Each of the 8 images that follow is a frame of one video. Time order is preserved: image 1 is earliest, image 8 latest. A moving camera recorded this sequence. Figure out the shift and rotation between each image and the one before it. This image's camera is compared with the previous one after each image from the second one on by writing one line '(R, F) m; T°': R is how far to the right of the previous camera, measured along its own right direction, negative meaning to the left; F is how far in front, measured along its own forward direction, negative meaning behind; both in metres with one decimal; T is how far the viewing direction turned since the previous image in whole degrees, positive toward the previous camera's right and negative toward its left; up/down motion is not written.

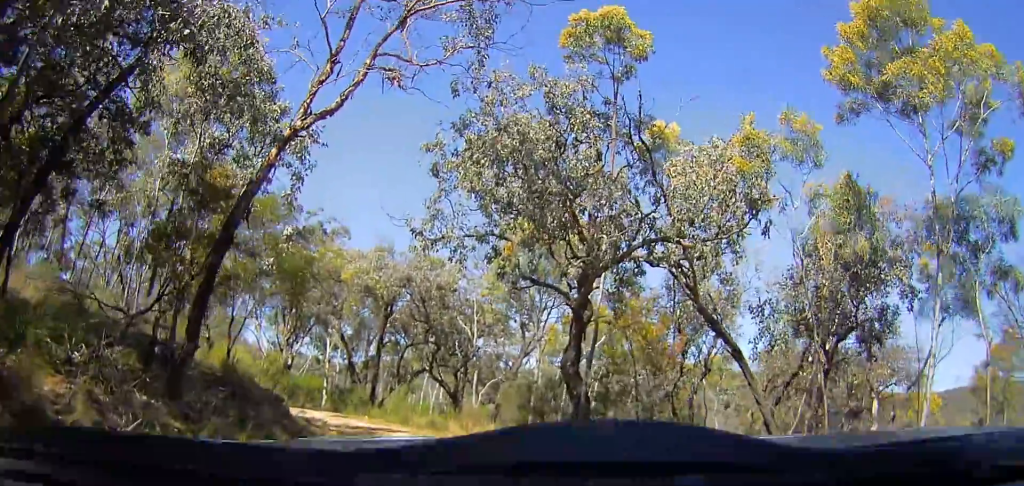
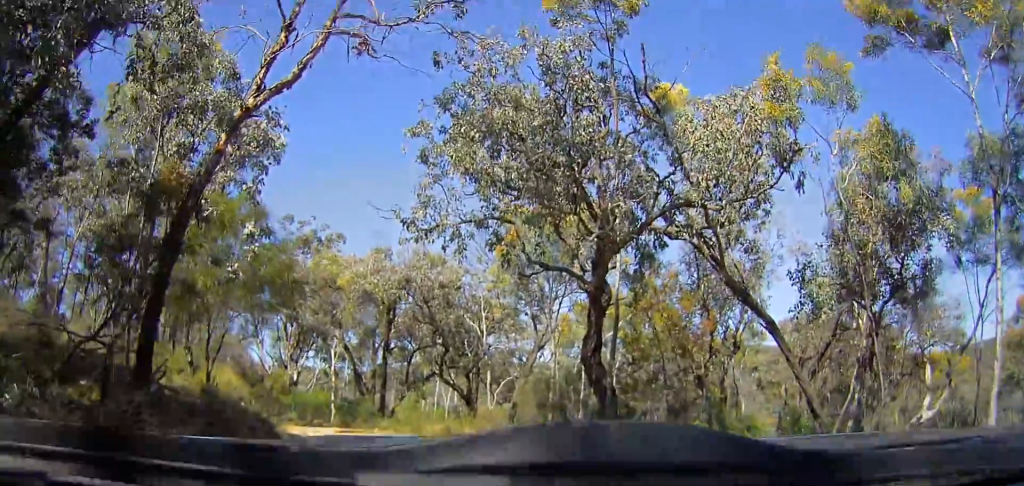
(+0.2, +1.6) m; -1°
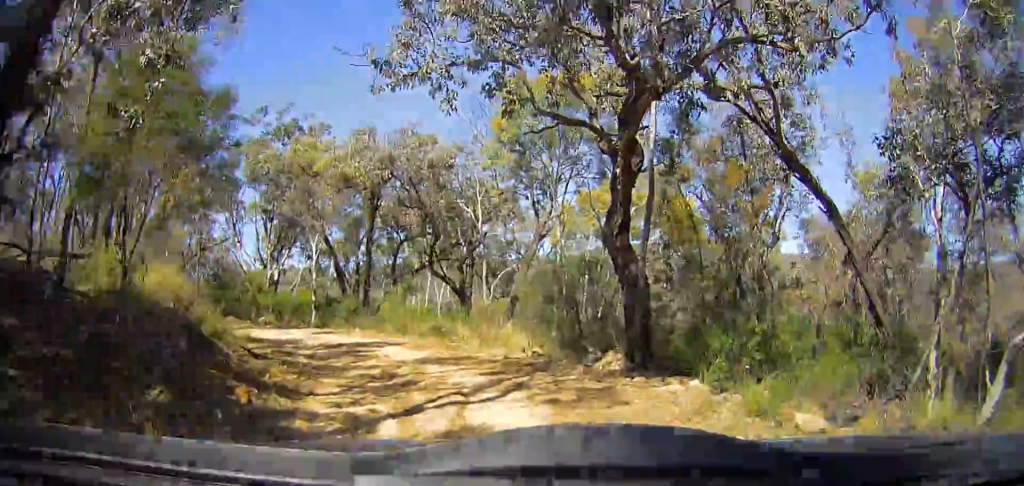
(-0.3, +2.8) m; -14°
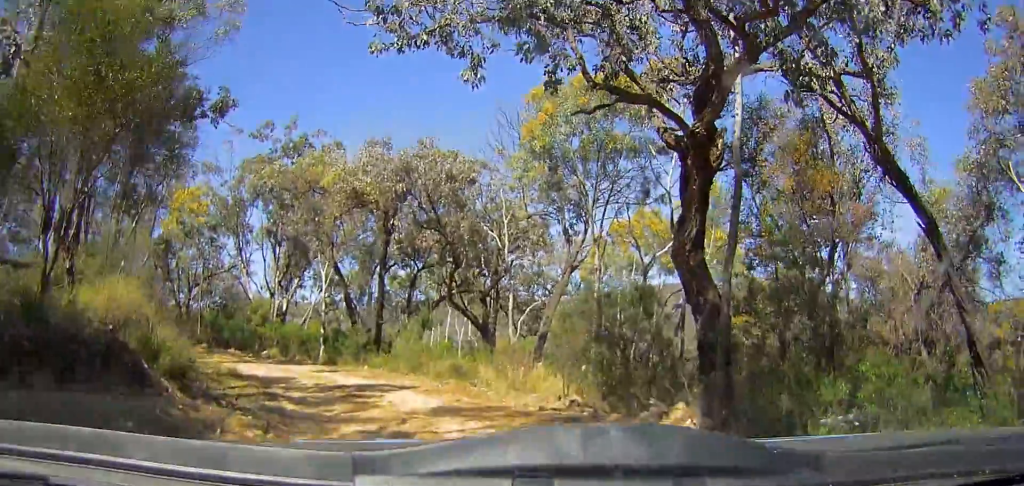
(-0.3, +2.5) m; -11°
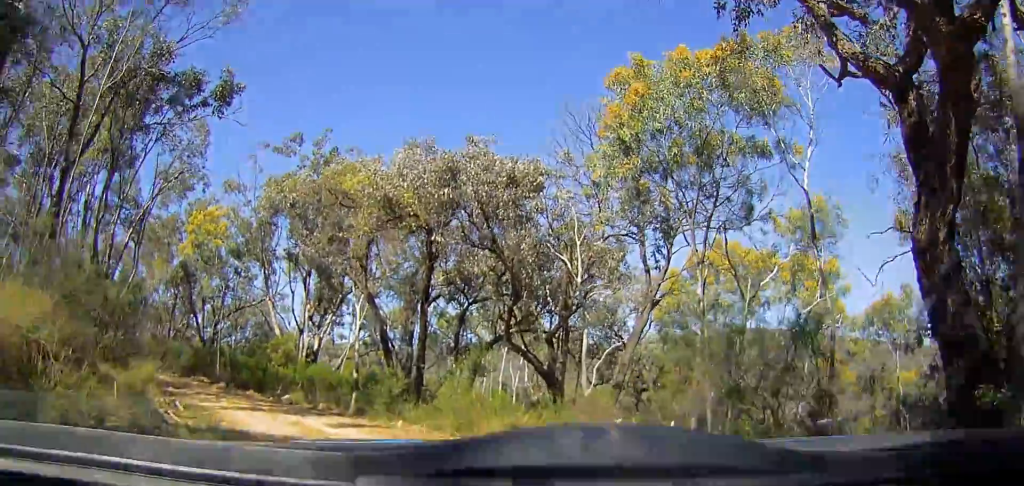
(-0.5, +3.9) m; -12°
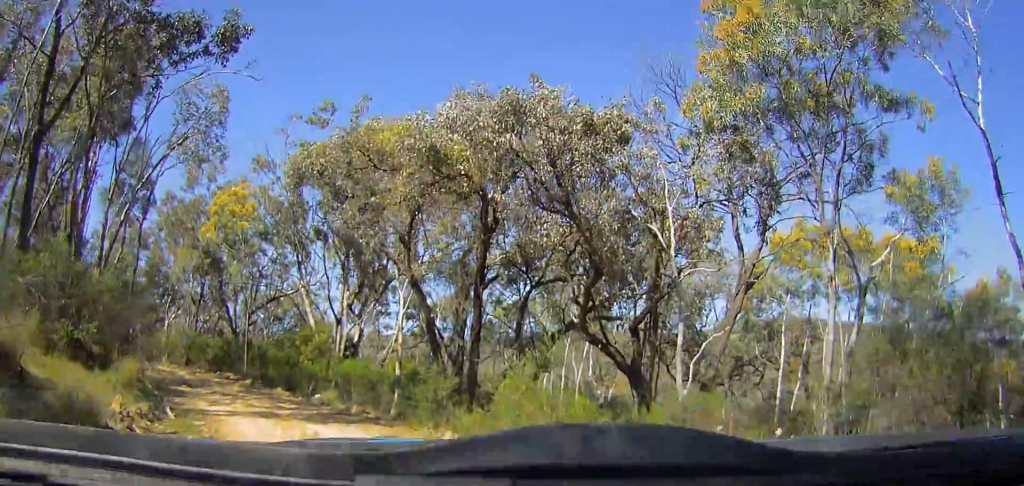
(-0.2, +3.3) m; -5°
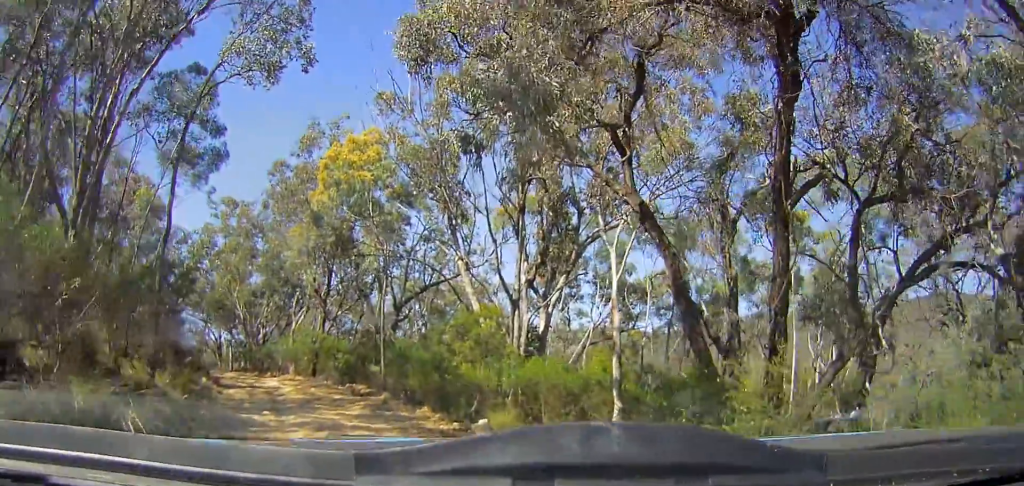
(-0.3, +7.7) m; -6°
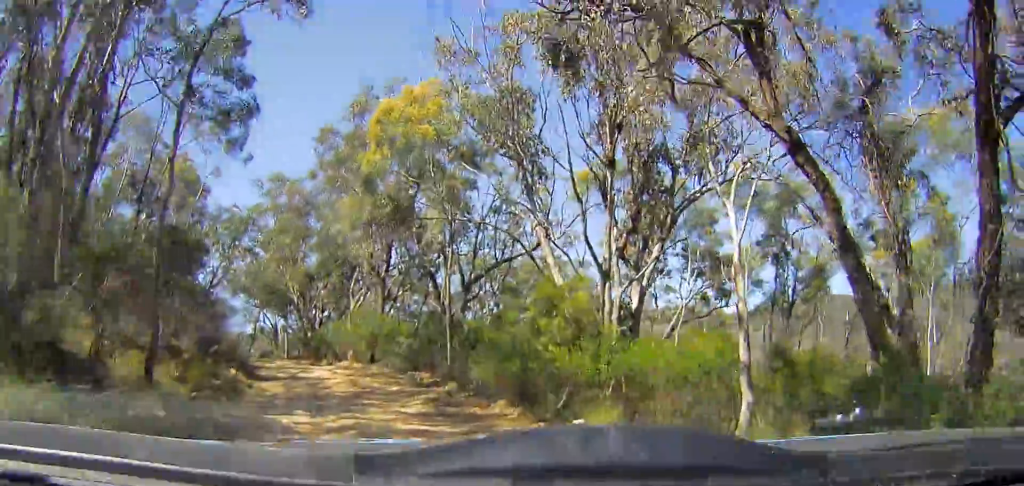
(0.0, +2.7) m; -5°
